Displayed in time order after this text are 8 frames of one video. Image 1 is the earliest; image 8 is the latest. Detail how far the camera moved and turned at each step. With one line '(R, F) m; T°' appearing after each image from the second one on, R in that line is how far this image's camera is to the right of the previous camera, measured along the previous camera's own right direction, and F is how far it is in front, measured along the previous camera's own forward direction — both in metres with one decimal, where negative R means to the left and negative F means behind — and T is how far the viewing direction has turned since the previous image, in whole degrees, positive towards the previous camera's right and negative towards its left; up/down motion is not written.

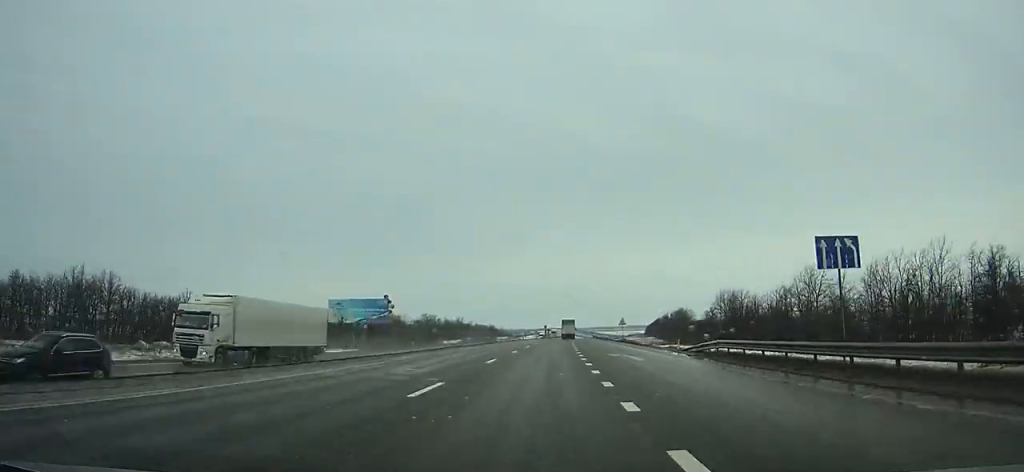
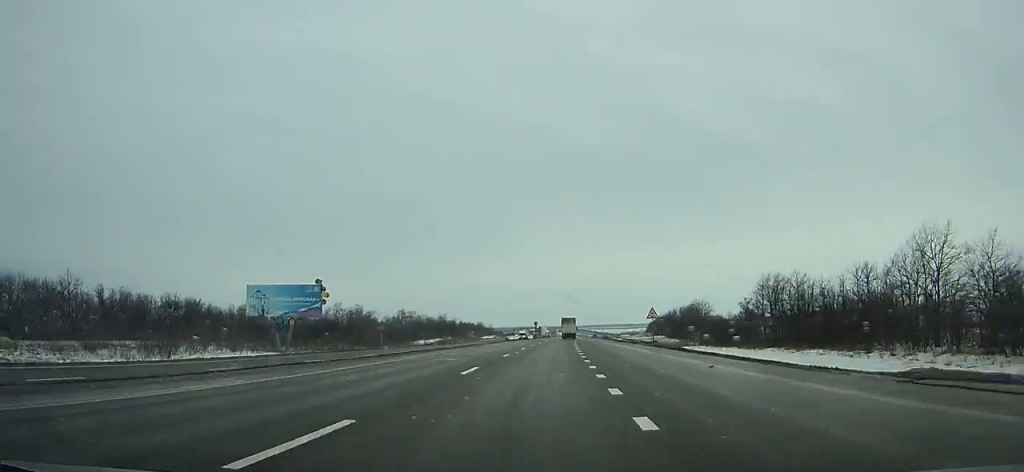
(+0.5, +29.9) m; +1°
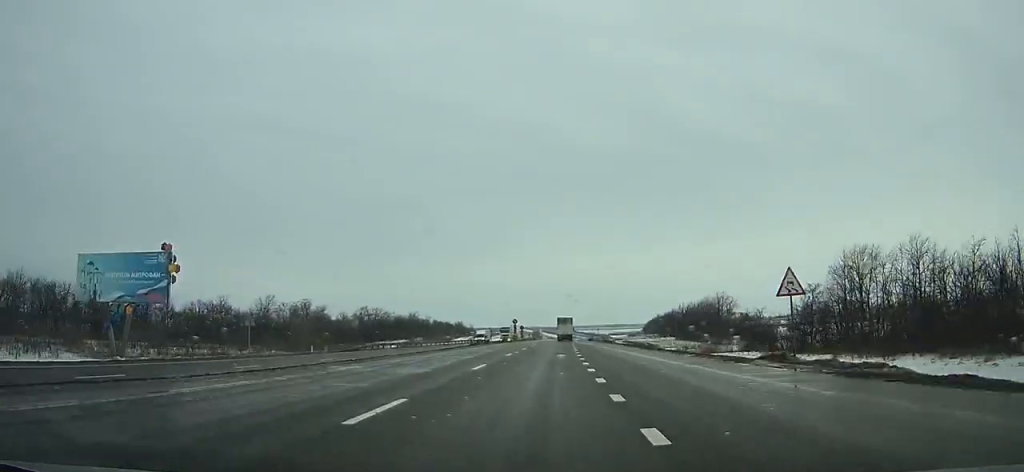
(+0.2, +32.3) m; +1°
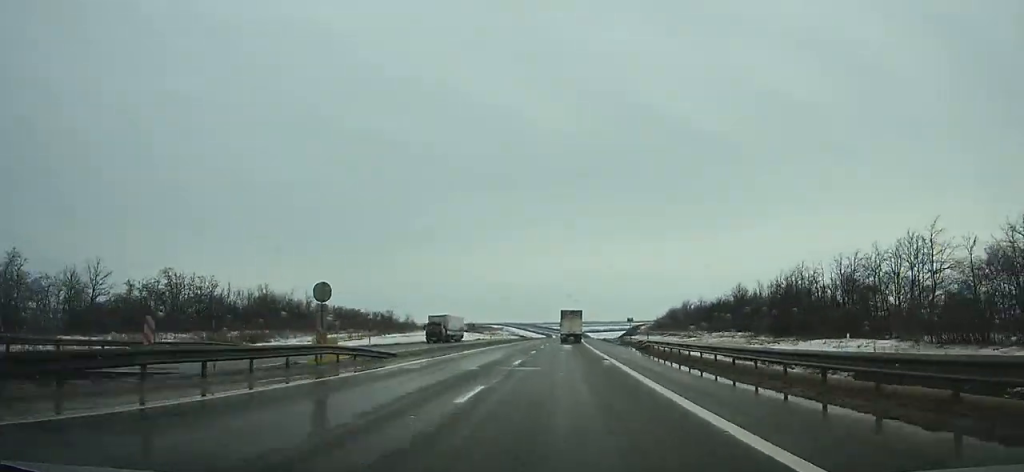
(+2.1, +106.3) m; +2°
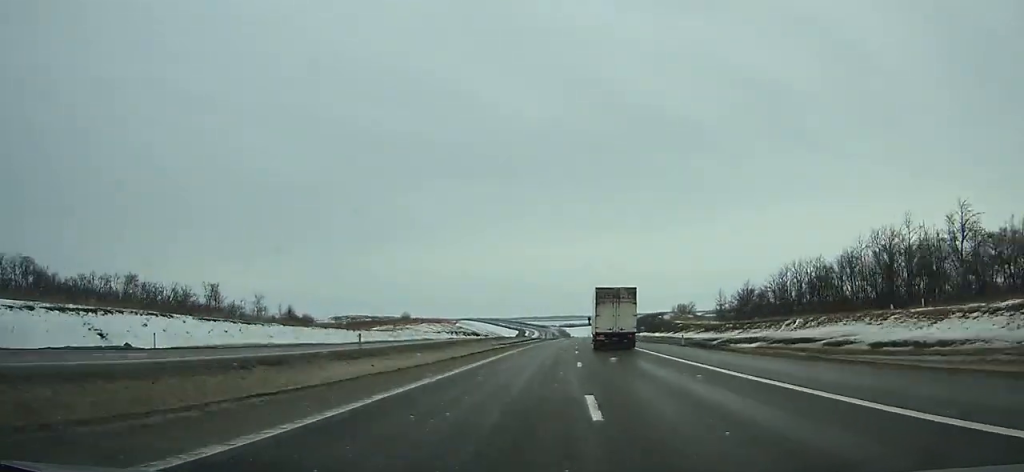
(+2.7, +121.0) m; +3°
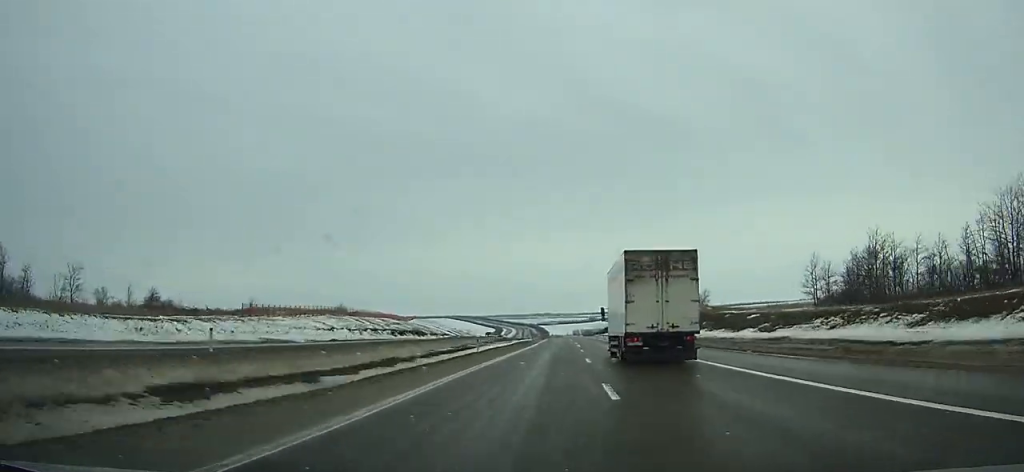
(+1.2, +57.0) m; +1°
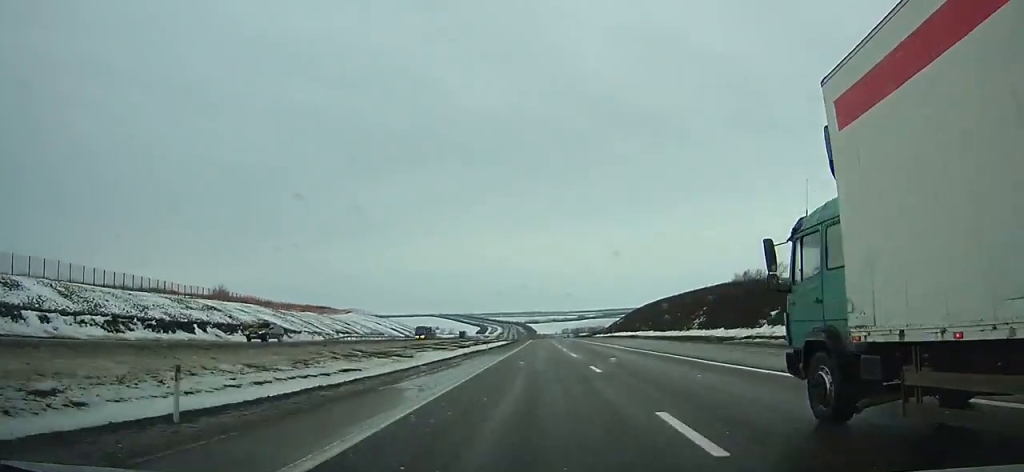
(+0.7, +77.1) m; 0°
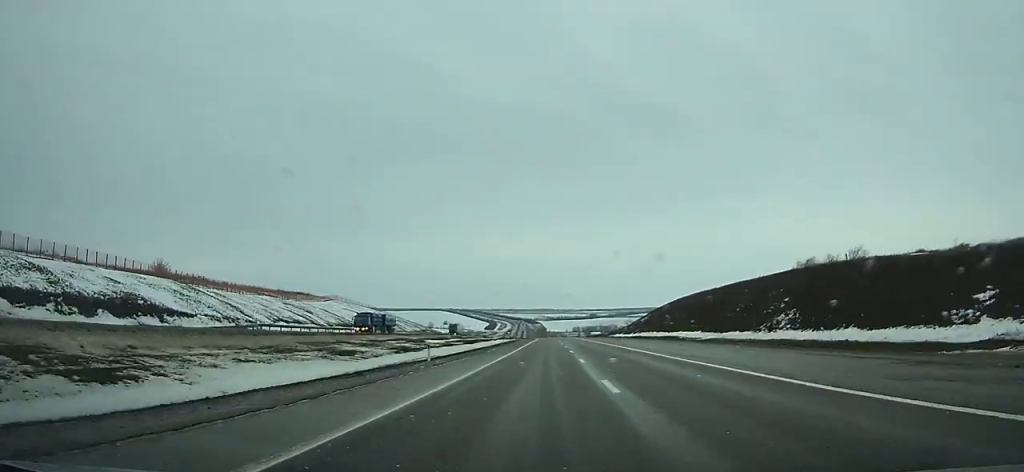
(0.0, +30.0) m; 0°
